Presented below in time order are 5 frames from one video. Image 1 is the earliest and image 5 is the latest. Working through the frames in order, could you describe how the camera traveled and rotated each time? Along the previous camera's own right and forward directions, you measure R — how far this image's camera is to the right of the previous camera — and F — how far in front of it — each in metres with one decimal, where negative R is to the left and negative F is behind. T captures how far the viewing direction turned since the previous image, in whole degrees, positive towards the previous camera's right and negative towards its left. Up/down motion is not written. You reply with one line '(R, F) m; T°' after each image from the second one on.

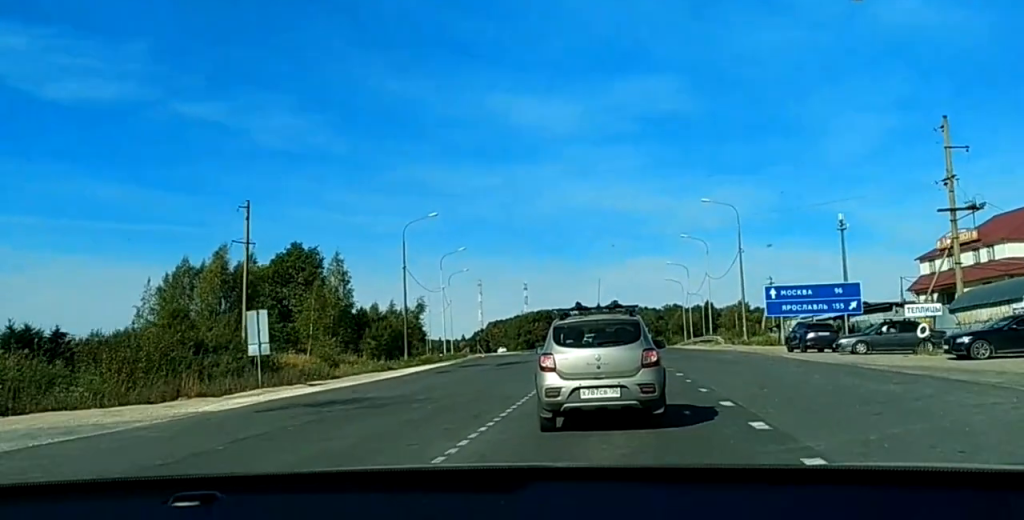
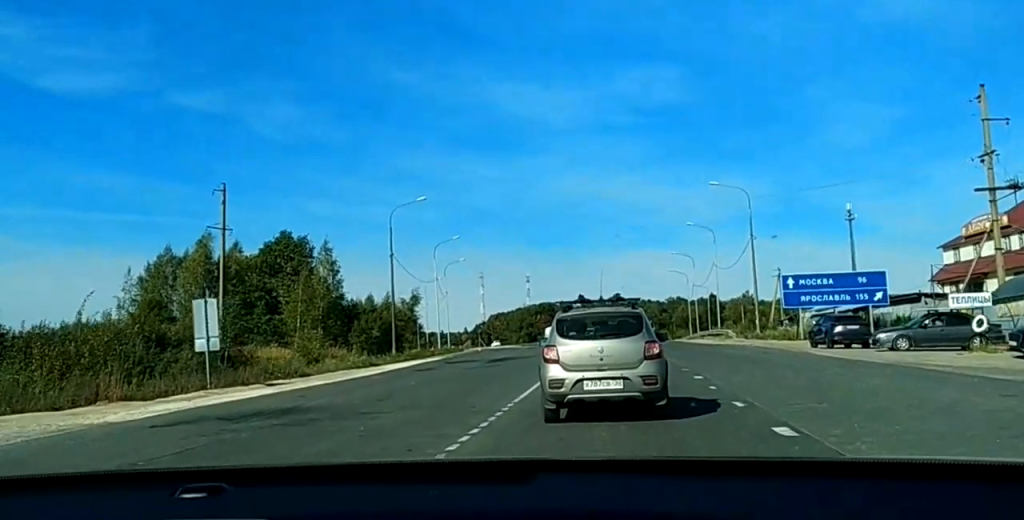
(0.0, +6.4) m; 0°
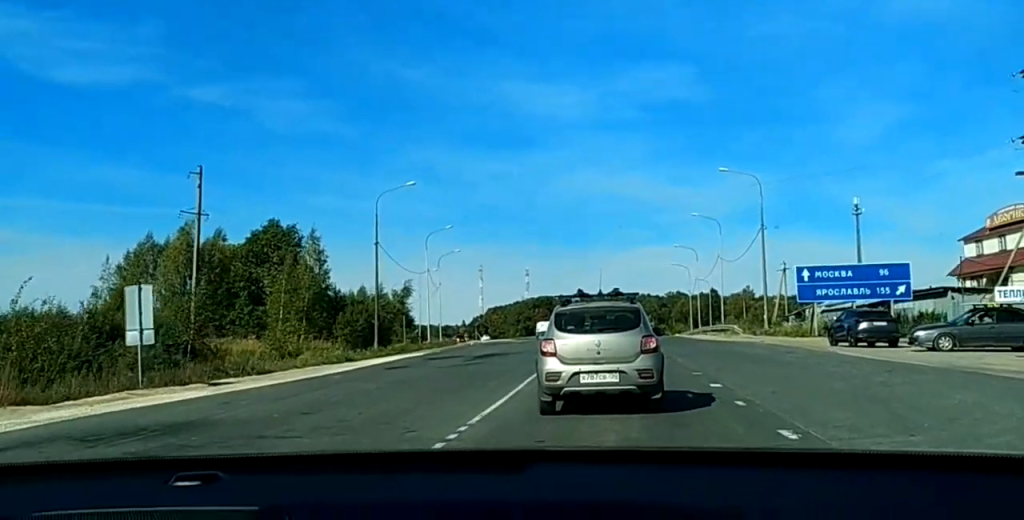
(0.0, +6.3) m; 0°
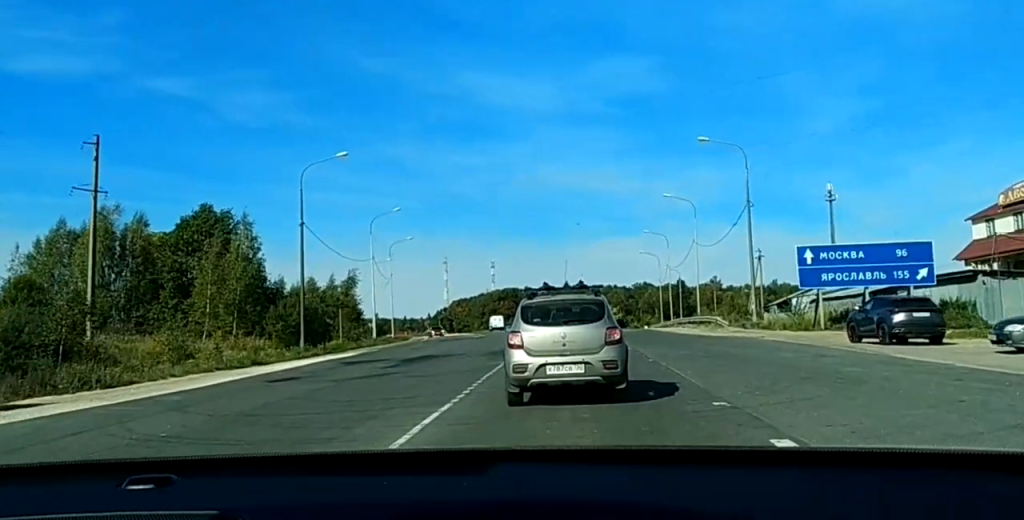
(0.0, +11.7) m; 0°
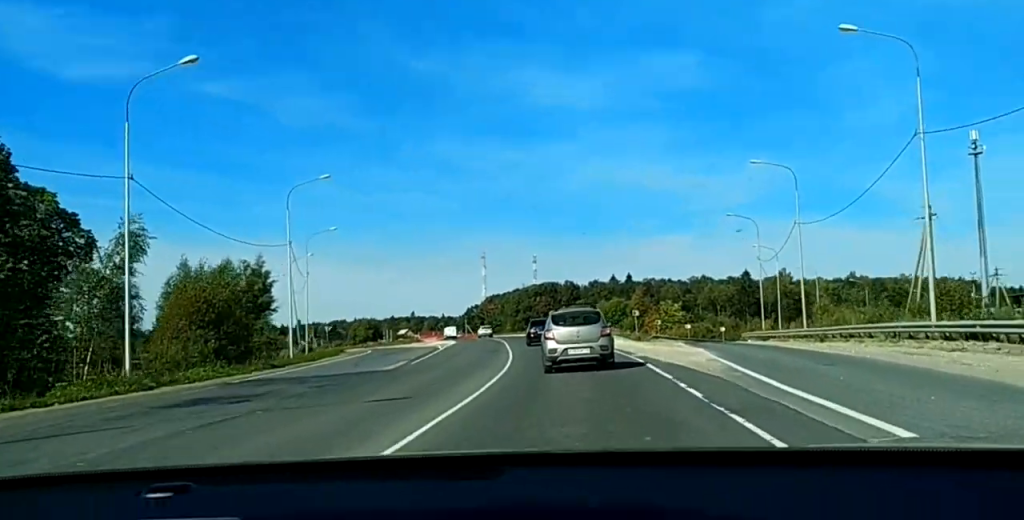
(-1.1, +57.8) m; -3°
